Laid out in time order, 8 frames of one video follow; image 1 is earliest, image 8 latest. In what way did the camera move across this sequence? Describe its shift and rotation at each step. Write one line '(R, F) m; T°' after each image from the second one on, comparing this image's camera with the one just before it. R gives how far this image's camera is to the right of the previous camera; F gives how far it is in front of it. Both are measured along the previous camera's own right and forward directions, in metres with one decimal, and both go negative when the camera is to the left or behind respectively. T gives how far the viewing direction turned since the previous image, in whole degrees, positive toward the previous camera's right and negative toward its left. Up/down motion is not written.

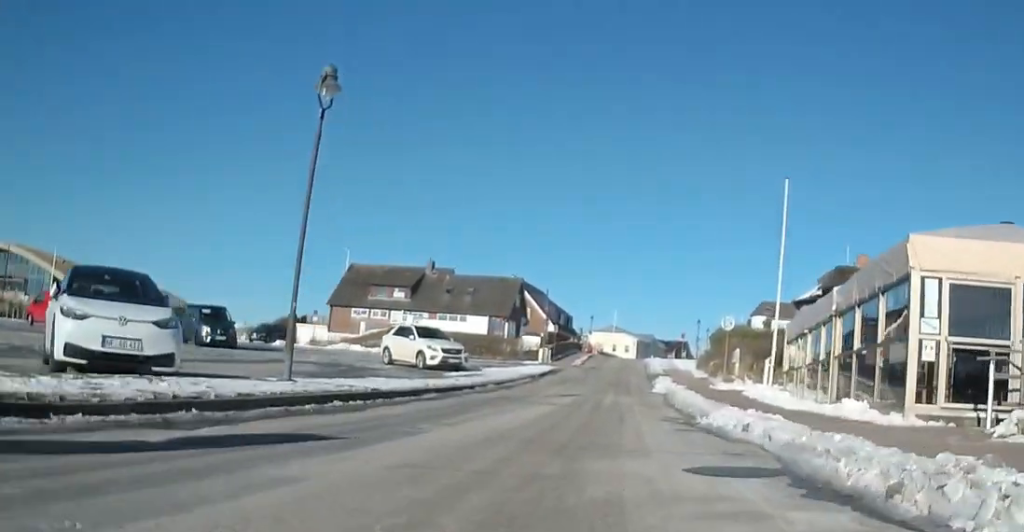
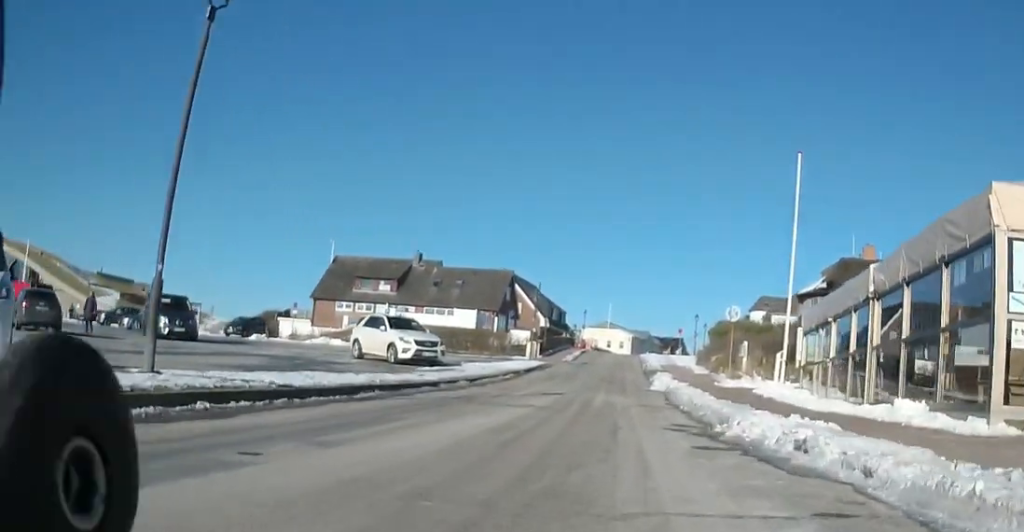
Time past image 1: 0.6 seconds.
(0.0, +3.6) m; 0°
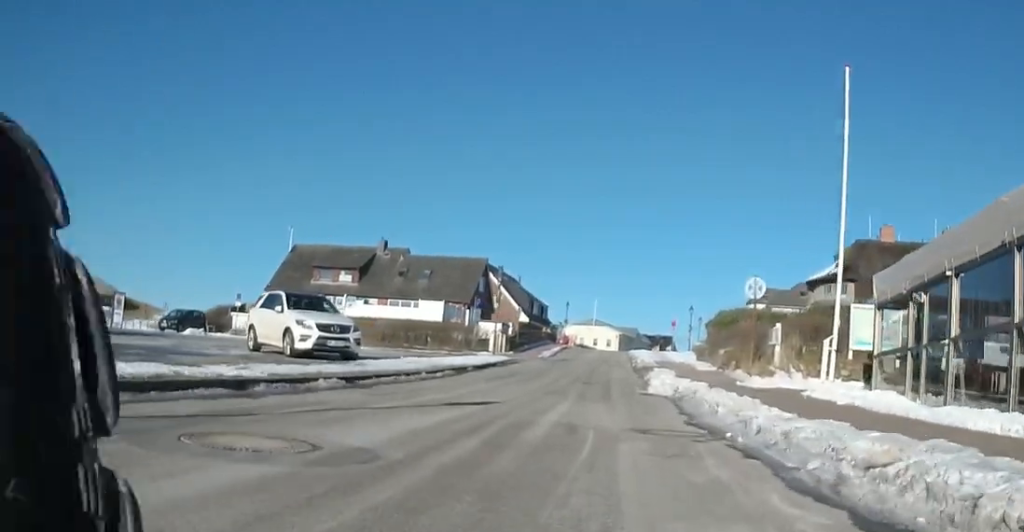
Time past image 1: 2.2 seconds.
(0.0, +8.8) m; 0°
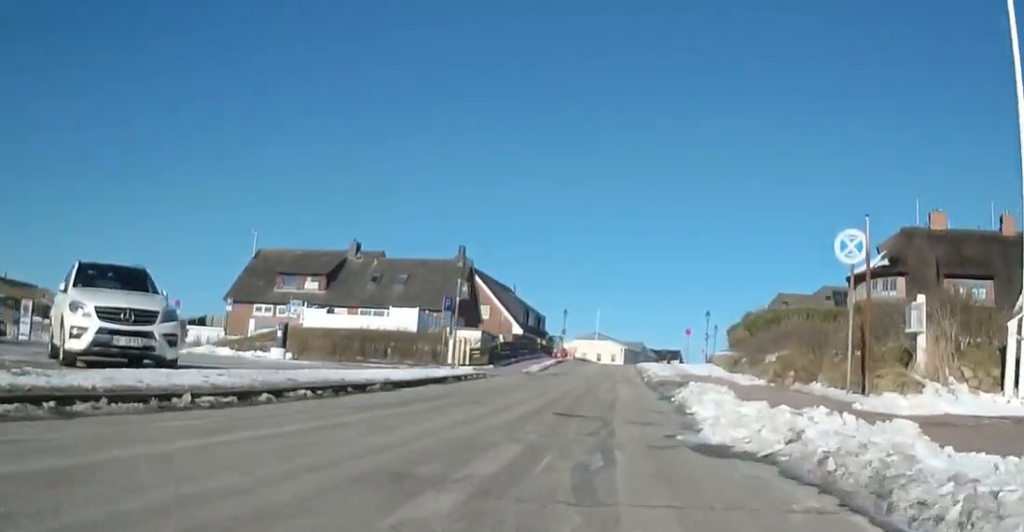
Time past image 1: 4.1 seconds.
(0.0, +10.1) m; +1°
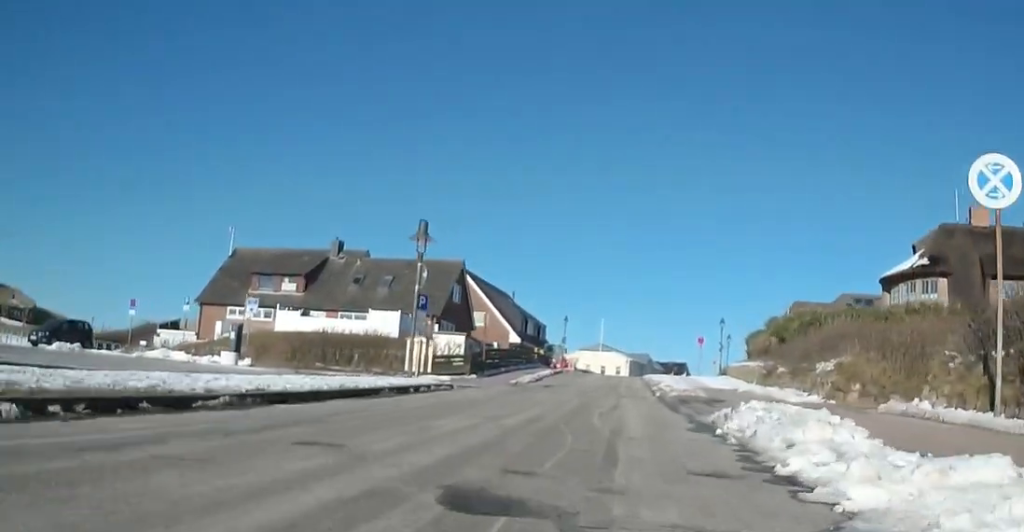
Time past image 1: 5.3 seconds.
(+0.1, +6.4) m; +3°
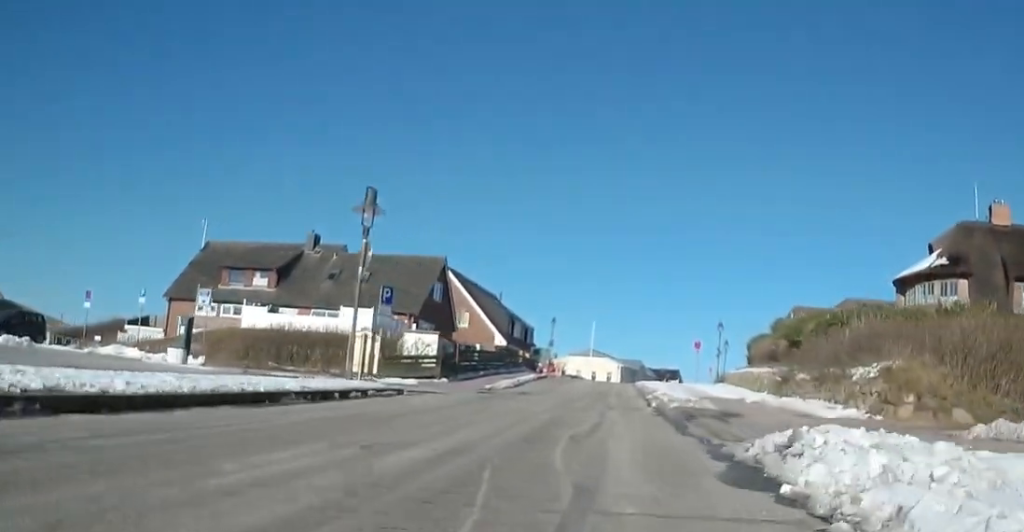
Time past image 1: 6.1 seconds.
(0.0, +4.5) m; +3°
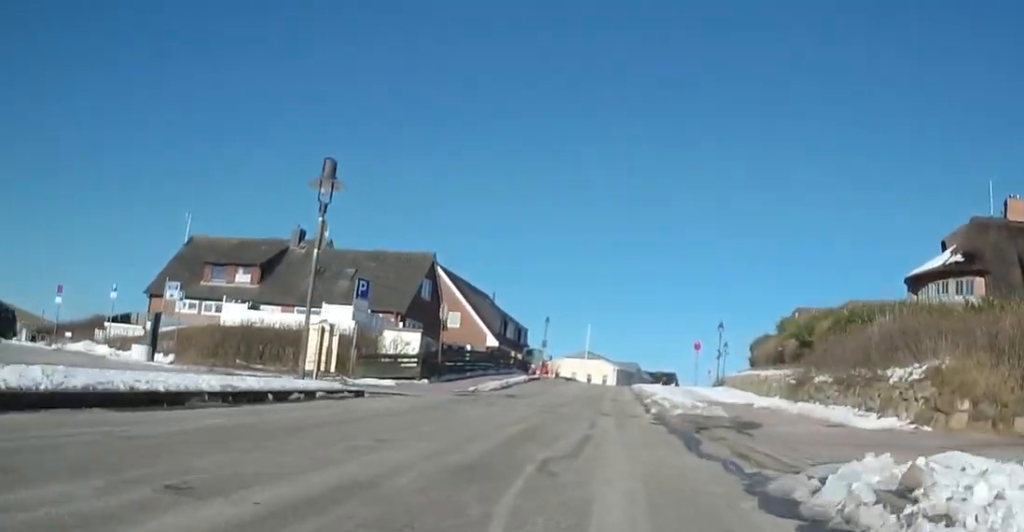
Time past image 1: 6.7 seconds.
(+0.2, +3.0) m; 0°
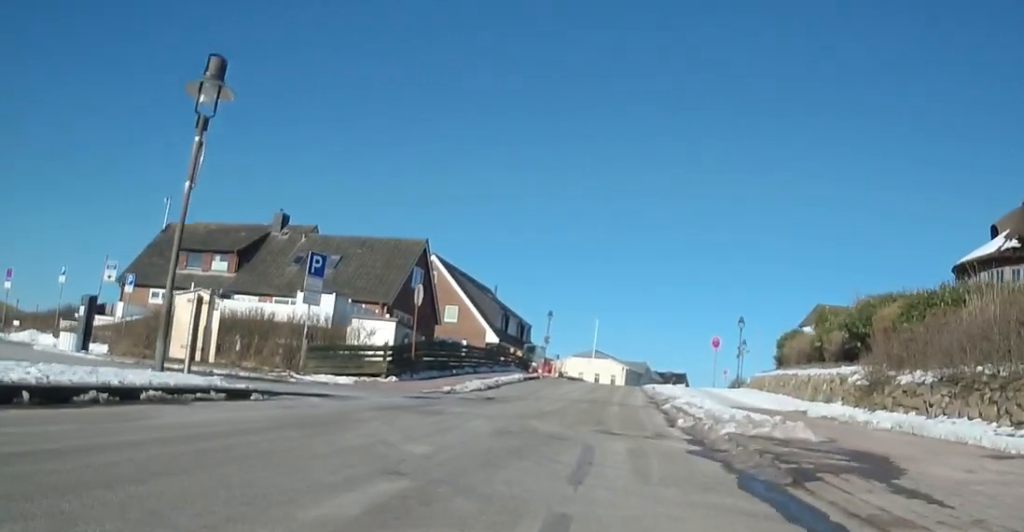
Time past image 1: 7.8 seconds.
(0.0, +6.2) m; -3°
